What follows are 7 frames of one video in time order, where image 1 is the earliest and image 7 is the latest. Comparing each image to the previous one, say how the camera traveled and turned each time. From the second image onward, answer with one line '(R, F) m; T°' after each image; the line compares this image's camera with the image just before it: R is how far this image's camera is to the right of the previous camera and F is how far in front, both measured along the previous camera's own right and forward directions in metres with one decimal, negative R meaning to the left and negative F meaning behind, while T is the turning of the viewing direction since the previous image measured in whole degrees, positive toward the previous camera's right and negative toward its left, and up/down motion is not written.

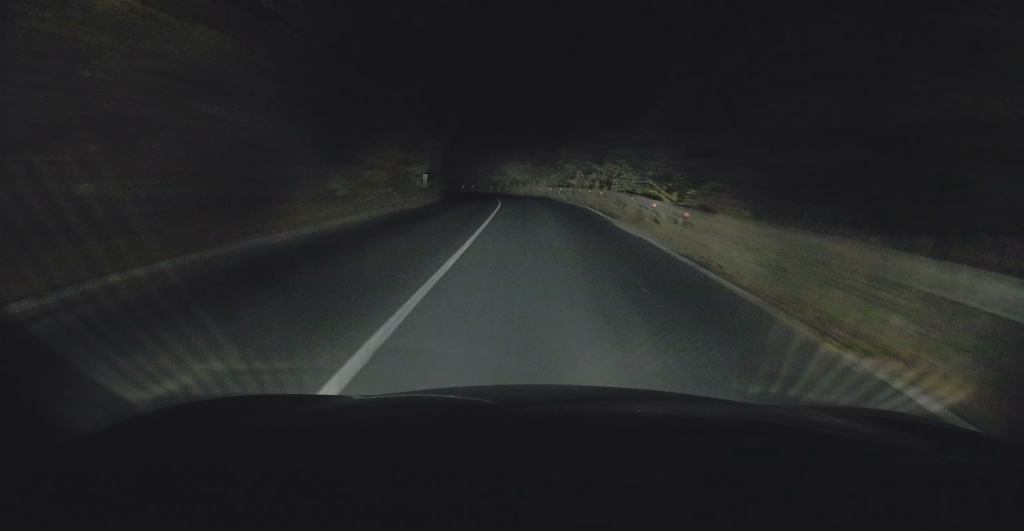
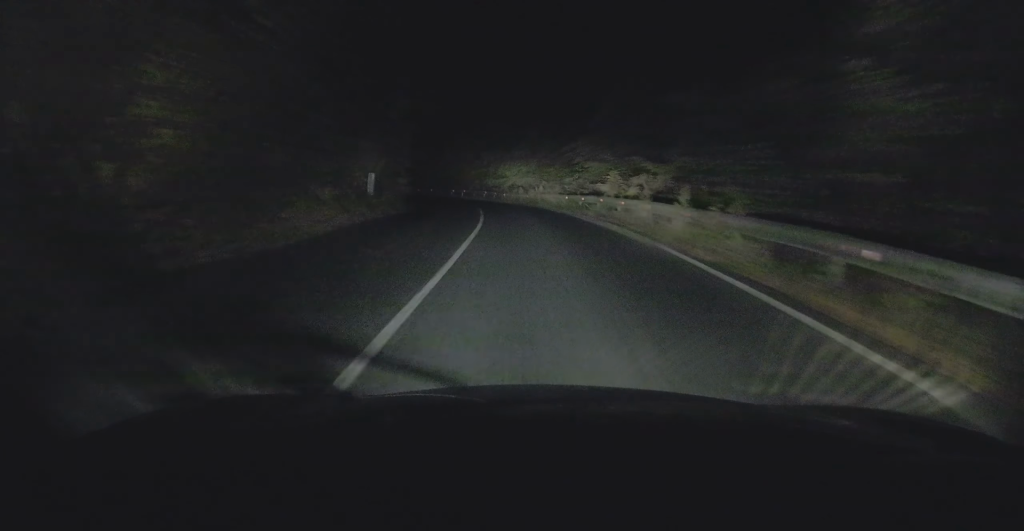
(-0.1, +16.2) m; -1°
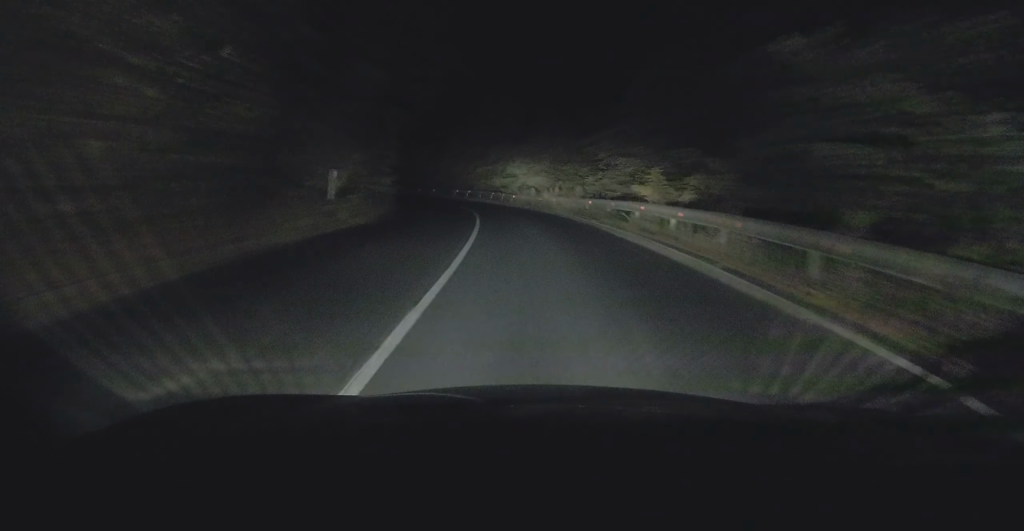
(0.0, +7.2) m; -1°
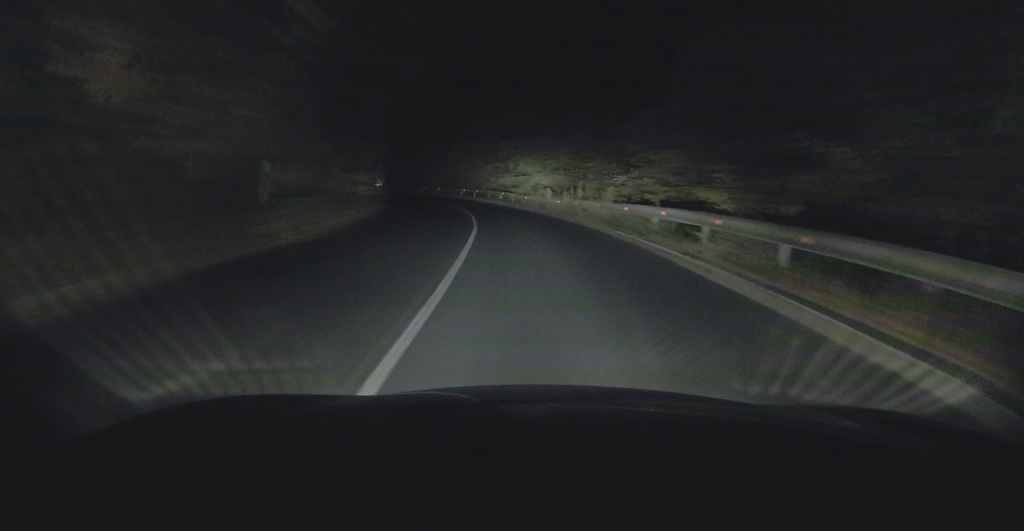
(-0.1, +6.6) m; -2°
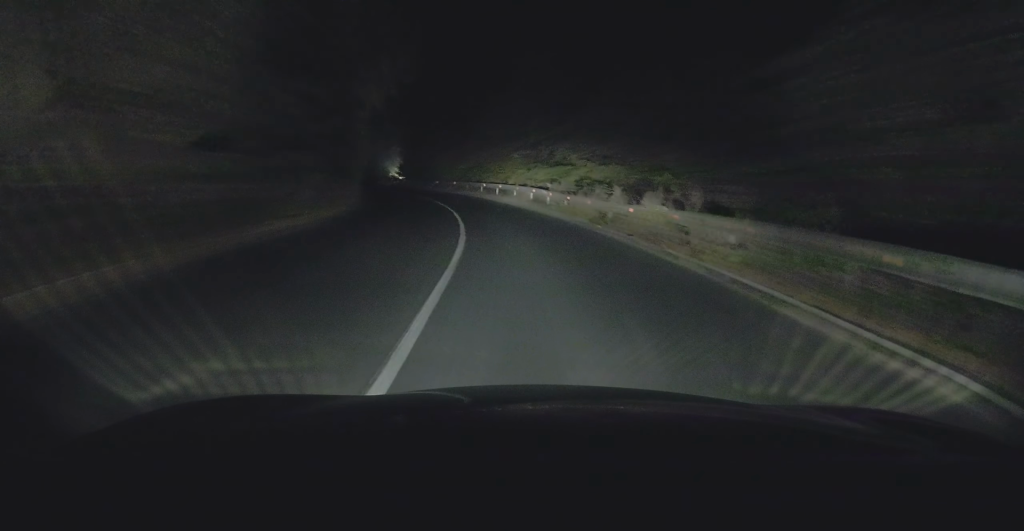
(-0.4, +14.0) m; -4°
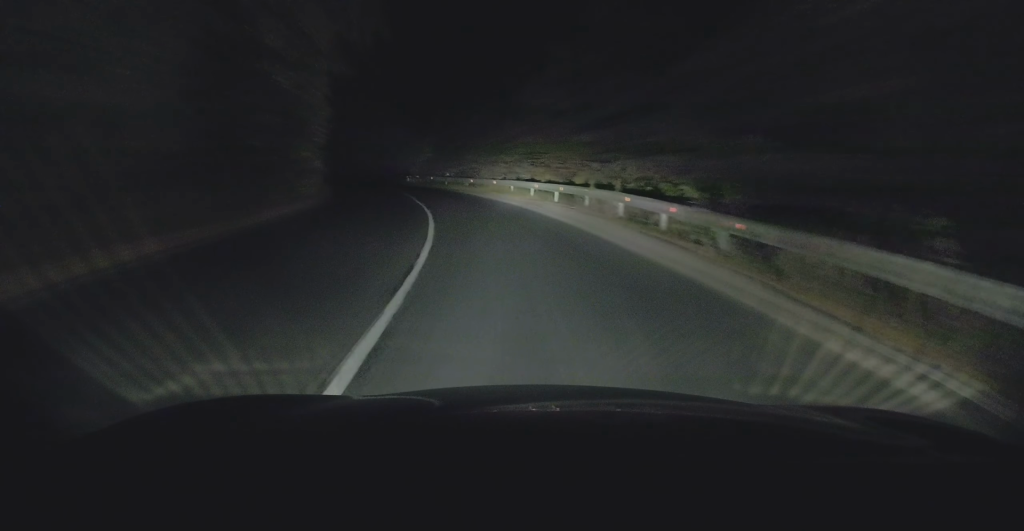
(-0.9, +16.8) m; -7°
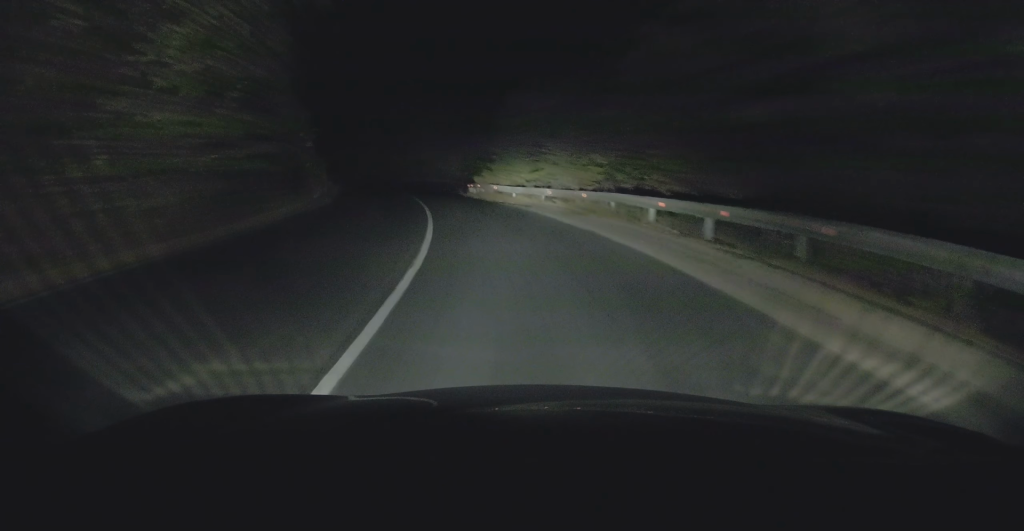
(-0.7, +13.0) m; -3°
